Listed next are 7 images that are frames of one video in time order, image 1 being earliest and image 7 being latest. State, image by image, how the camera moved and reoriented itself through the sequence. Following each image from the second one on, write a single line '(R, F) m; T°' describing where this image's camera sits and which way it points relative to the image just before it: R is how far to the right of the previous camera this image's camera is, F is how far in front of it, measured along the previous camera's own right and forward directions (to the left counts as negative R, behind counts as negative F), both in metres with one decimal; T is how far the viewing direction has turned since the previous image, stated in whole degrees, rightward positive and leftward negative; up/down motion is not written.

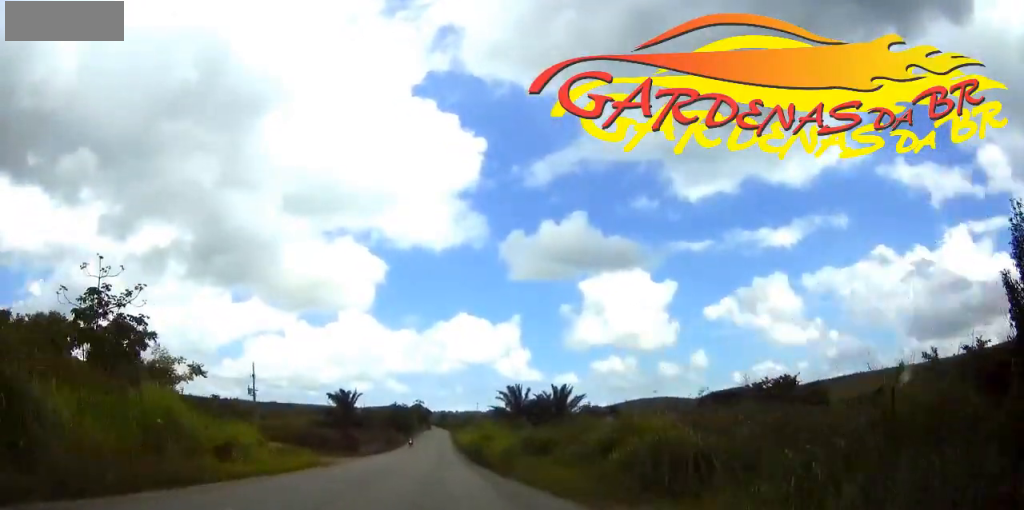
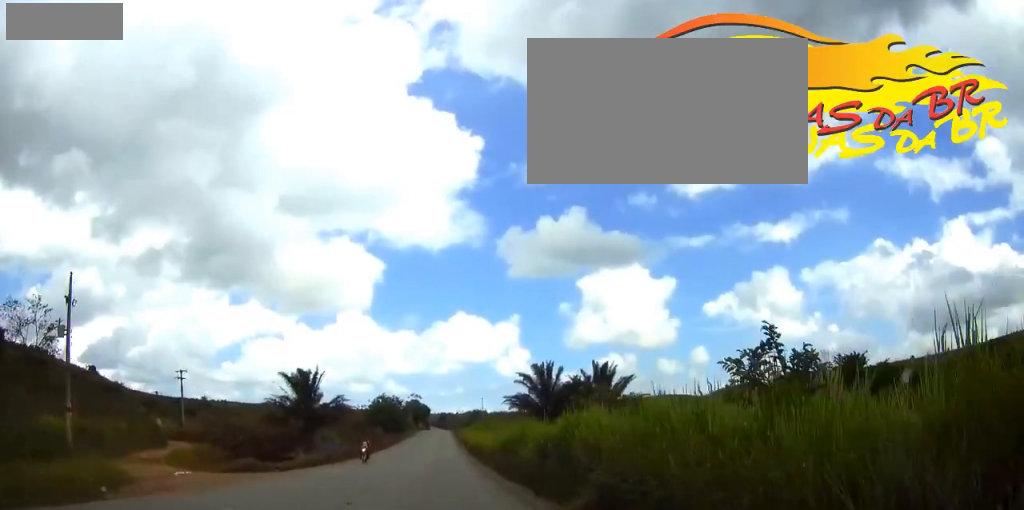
(+0.1, +35.1) m; 0°
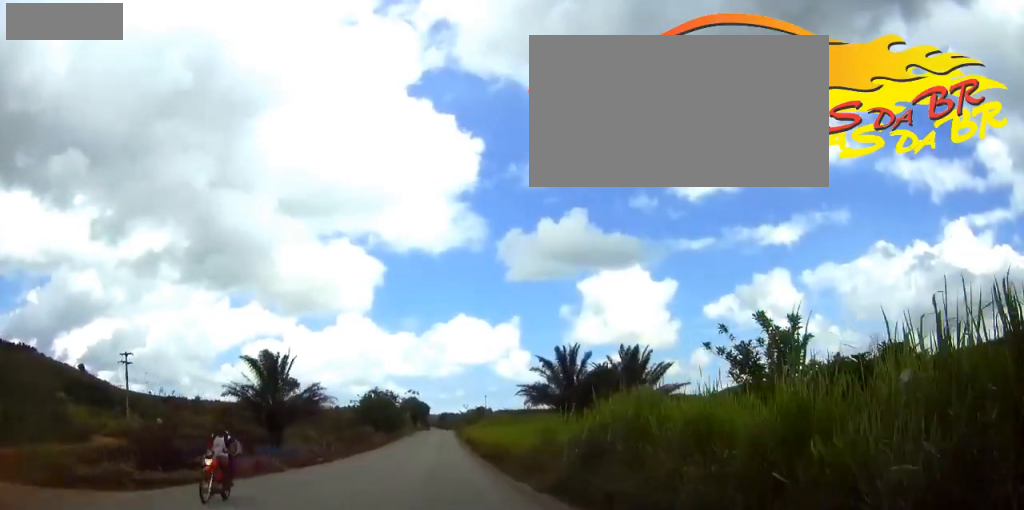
(-0.1, +16.7) m; 0°
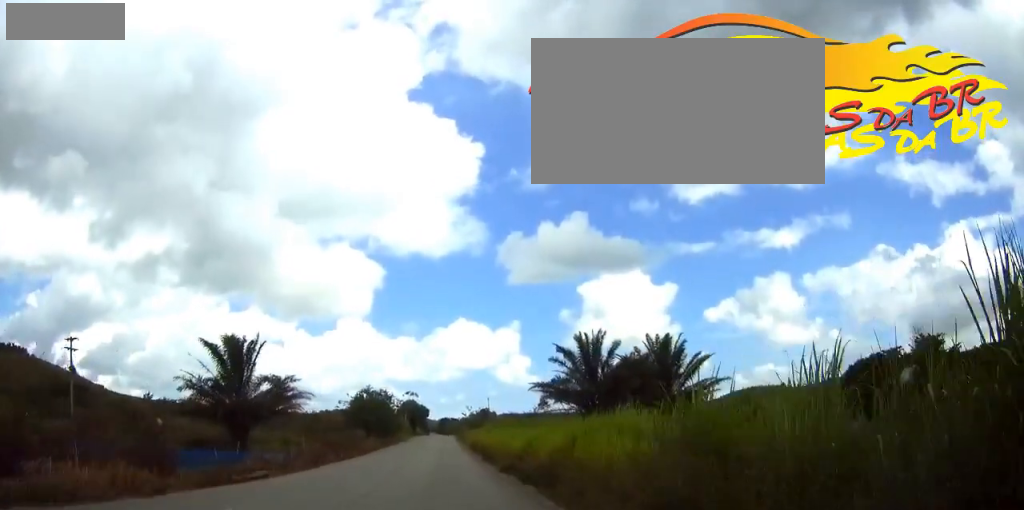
(+0.1, +12.2) m; 0°
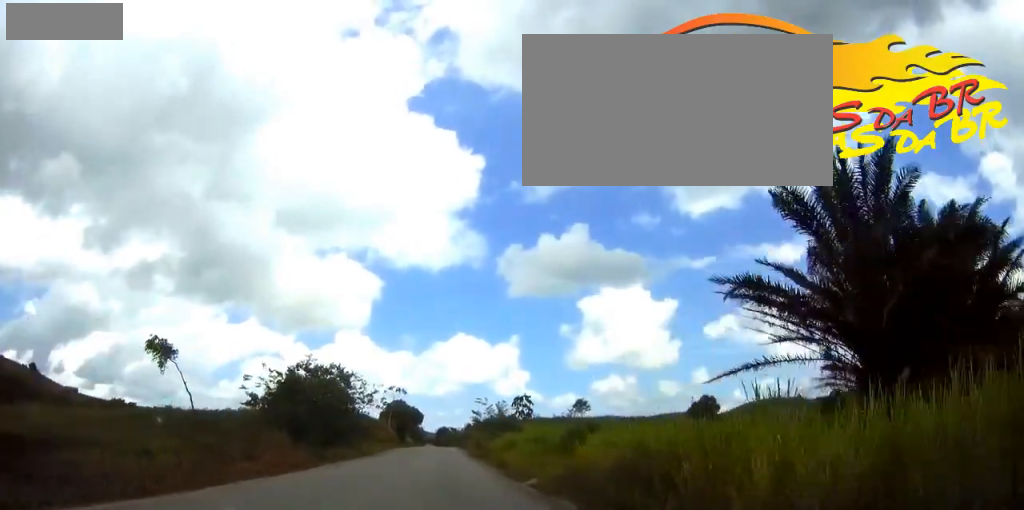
(0.0, +46.2) m; 0°
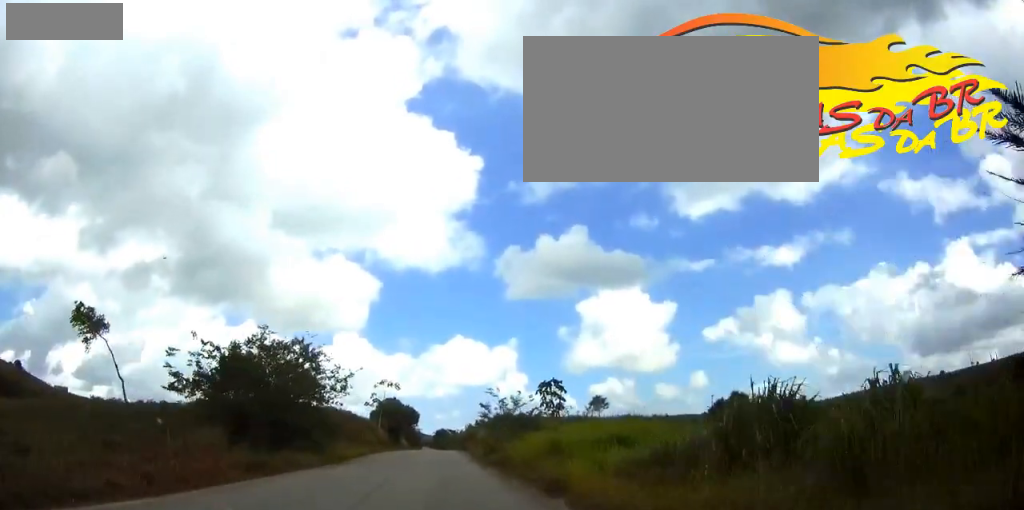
(+0.1, +14.8) m; 0°
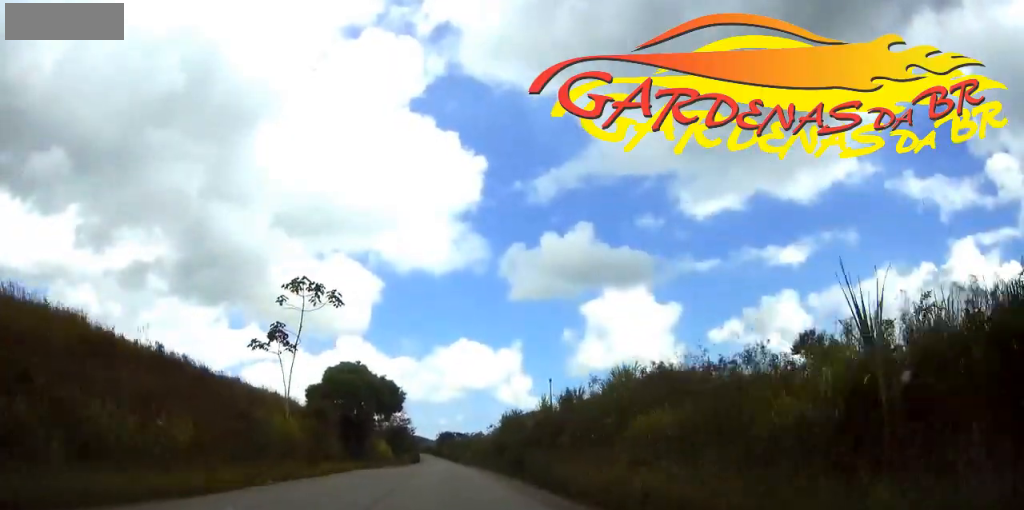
(-0.3, +62.7) m; 0°
